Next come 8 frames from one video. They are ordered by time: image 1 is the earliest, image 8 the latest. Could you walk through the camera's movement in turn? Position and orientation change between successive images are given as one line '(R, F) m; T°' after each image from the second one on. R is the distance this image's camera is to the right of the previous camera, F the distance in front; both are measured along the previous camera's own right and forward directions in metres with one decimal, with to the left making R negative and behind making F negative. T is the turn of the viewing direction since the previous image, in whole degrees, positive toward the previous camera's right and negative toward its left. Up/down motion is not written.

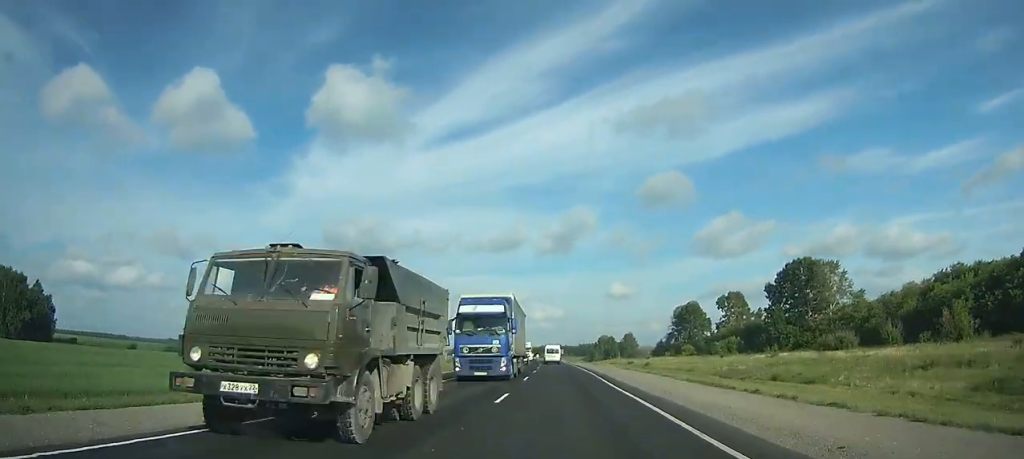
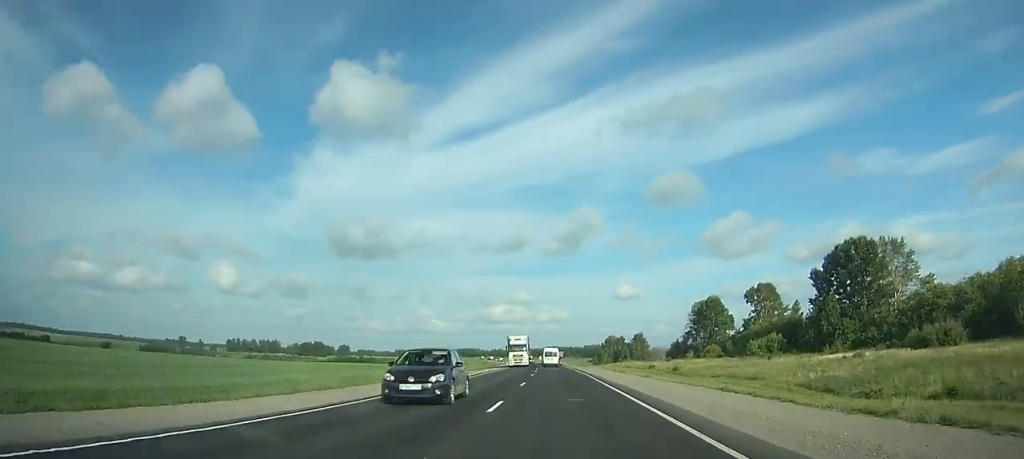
(-0.3, +26.8) m; -1°
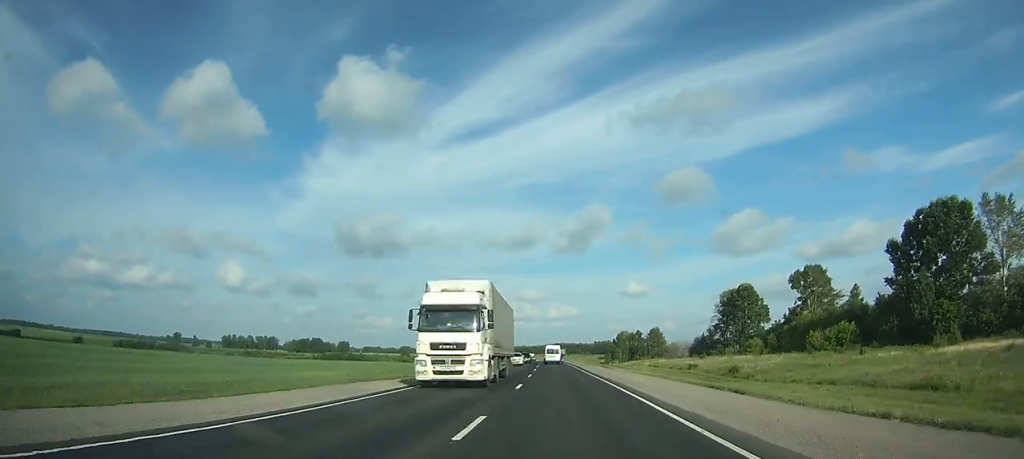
(-0.2, +29.3) m; -1°
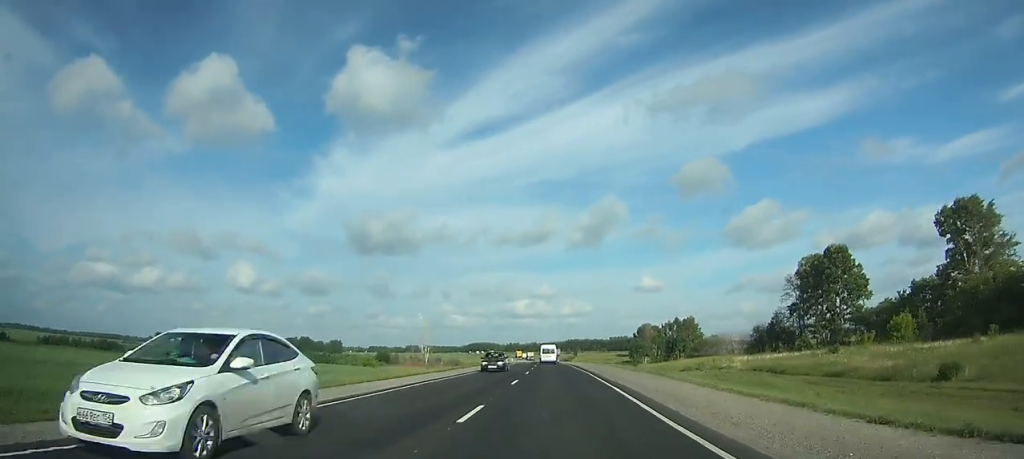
(-0.4, +56.5) m; -1°
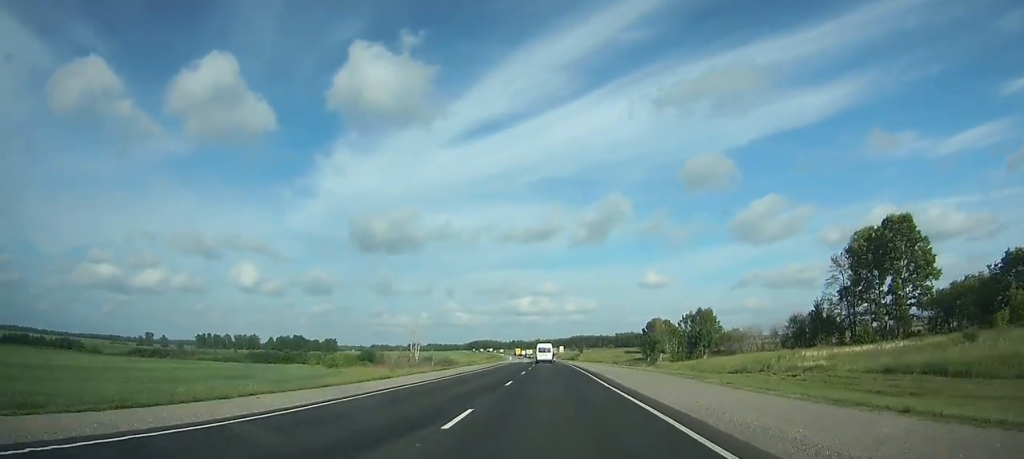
(-0.1, +23.8) m; -1°
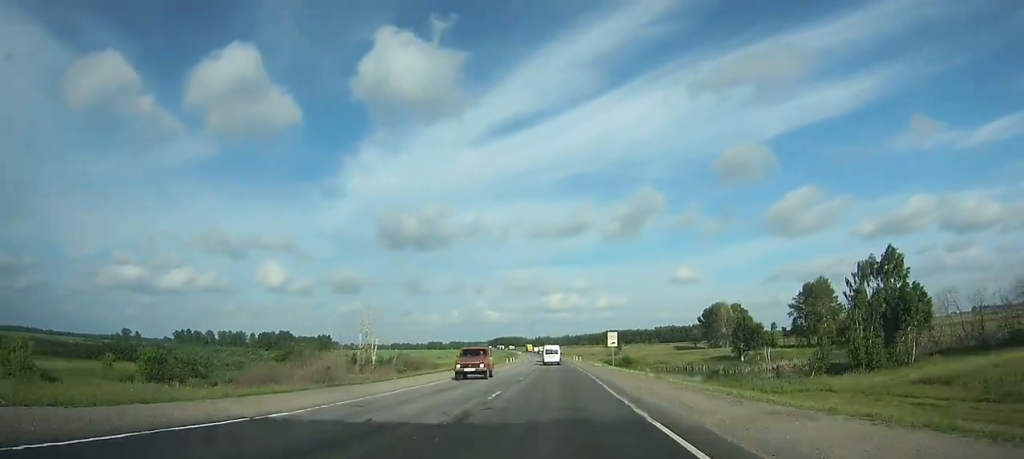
(-1.7, +84.6) m; -2°
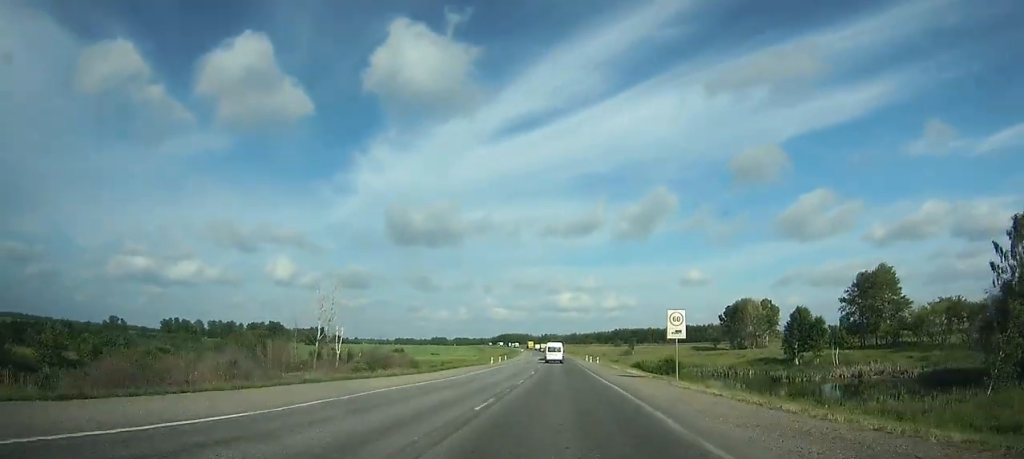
(-0.4, +29.4) m; -1°
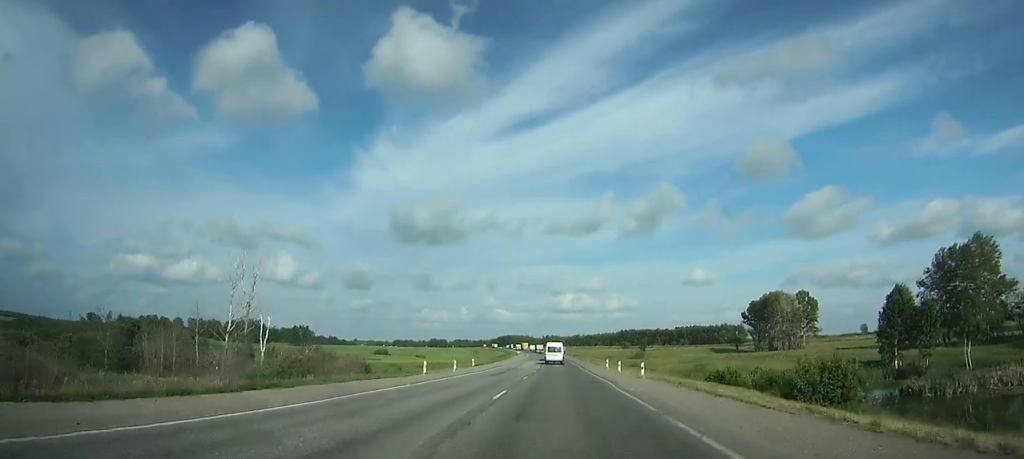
(-0.2, +33.1) m; 0°
